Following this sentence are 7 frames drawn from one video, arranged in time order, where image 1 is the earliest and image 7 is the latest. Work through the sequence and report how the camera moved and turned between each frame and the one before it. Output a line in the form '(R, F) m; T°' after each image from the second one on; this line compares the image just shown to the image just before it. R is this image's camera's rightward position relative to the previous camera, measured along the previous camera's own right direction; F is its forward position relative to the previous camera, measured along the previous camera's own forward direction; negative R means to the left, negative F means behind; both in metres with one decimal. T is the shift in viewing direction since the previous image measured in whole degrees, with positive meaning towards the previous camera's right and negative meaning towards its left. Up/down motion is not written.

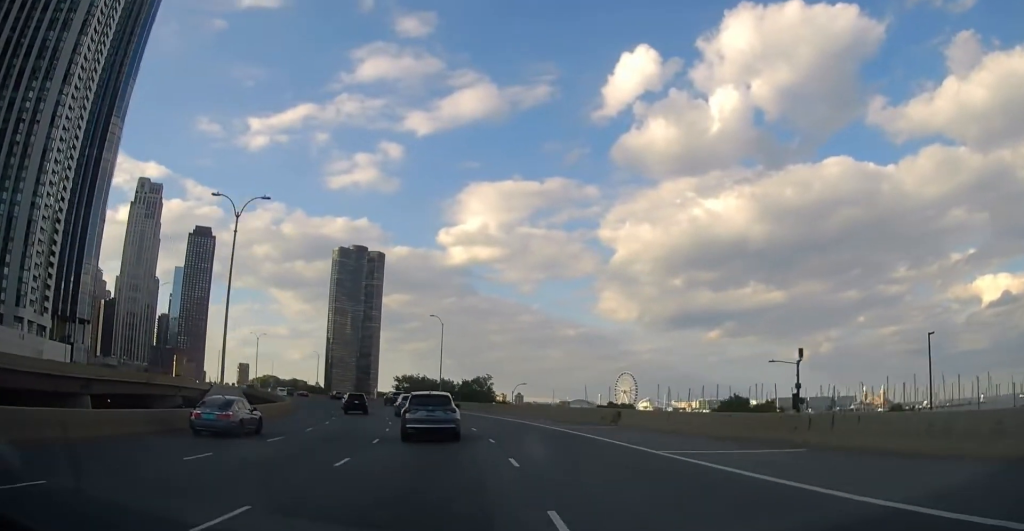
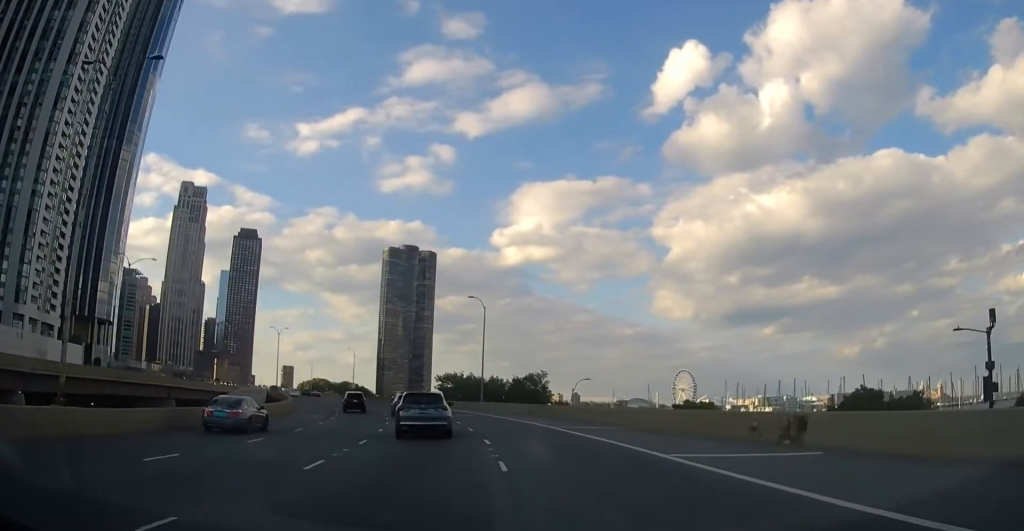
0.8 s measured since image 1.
(-0.2, +16.7) m; -4°
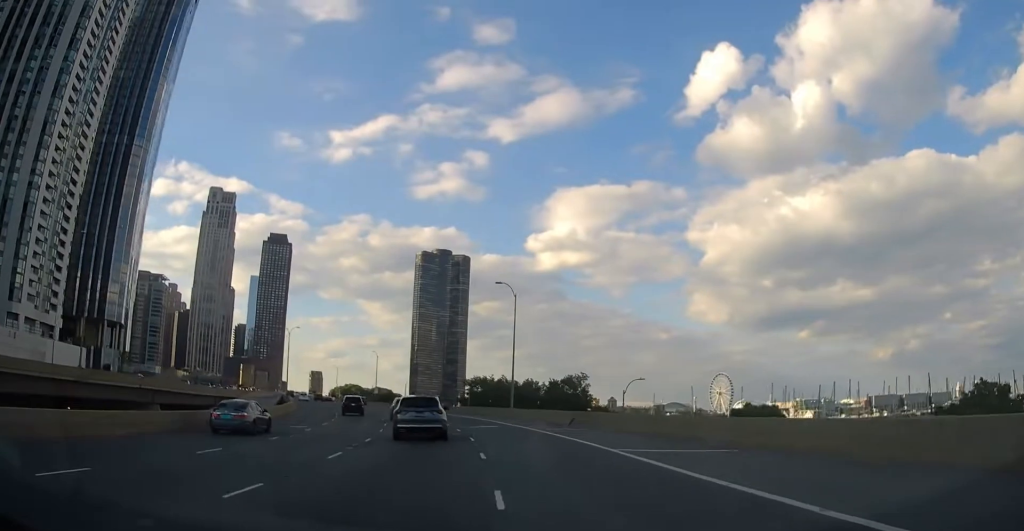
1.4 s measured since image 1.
(-0.7, +11.6) m; -3°
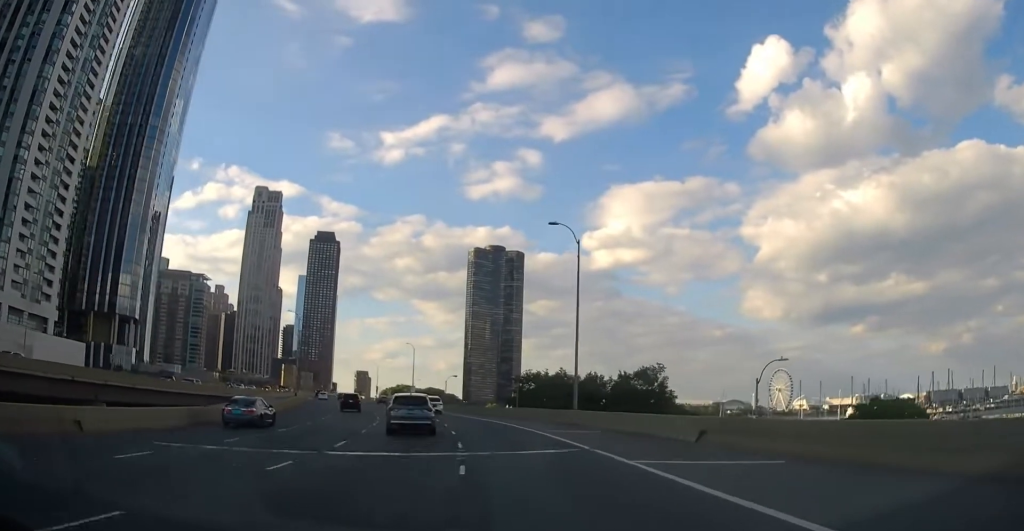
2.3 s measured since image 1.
(-0.9, +19.6) m; -5°
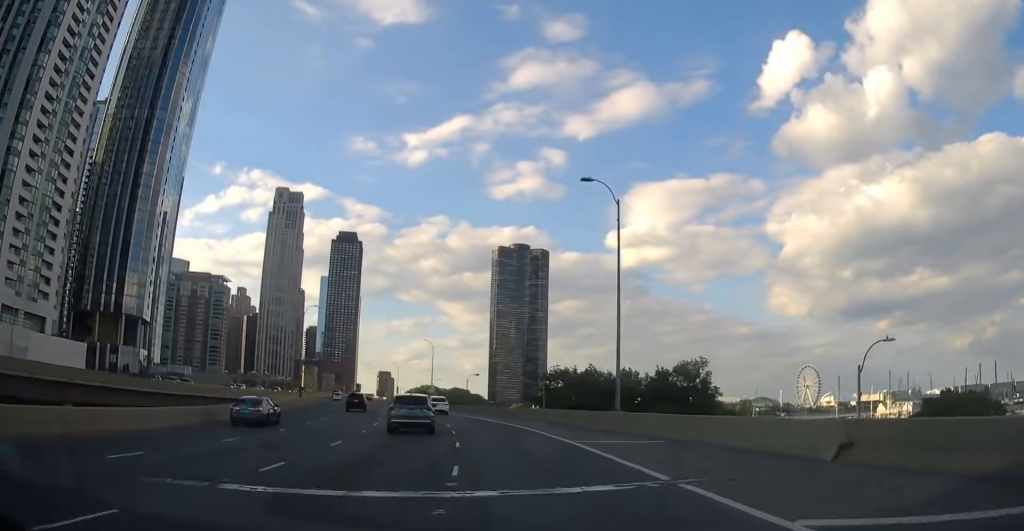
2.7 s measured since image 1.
(+0.2, +8.1) m; -2°
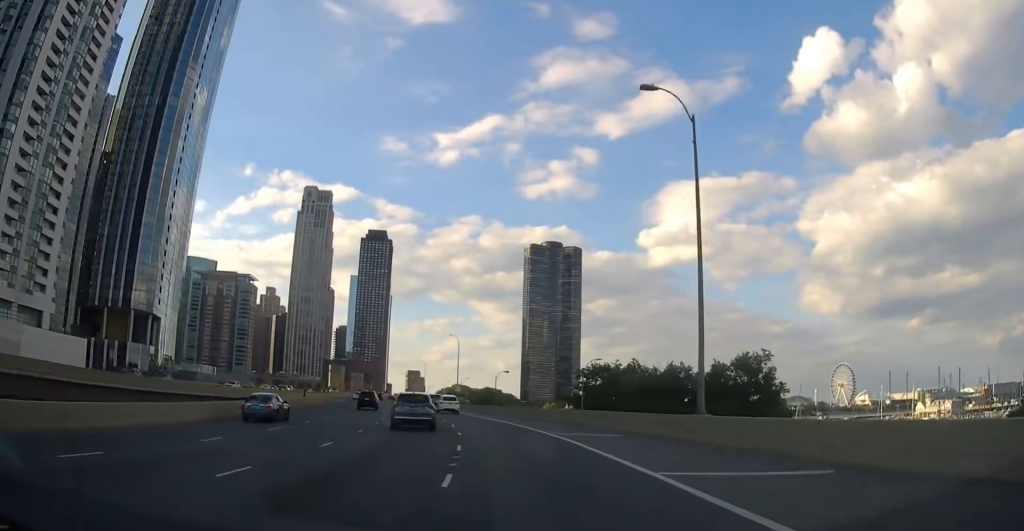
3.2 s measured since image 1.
(-0.7, +9.9) m; -4°
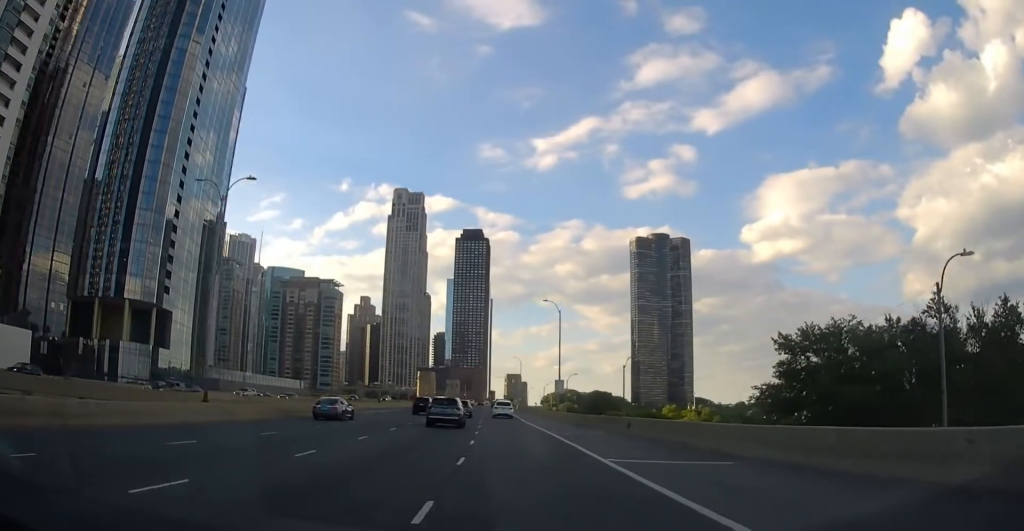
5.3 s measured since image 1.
(-3.4, +41.0) m; -7°
